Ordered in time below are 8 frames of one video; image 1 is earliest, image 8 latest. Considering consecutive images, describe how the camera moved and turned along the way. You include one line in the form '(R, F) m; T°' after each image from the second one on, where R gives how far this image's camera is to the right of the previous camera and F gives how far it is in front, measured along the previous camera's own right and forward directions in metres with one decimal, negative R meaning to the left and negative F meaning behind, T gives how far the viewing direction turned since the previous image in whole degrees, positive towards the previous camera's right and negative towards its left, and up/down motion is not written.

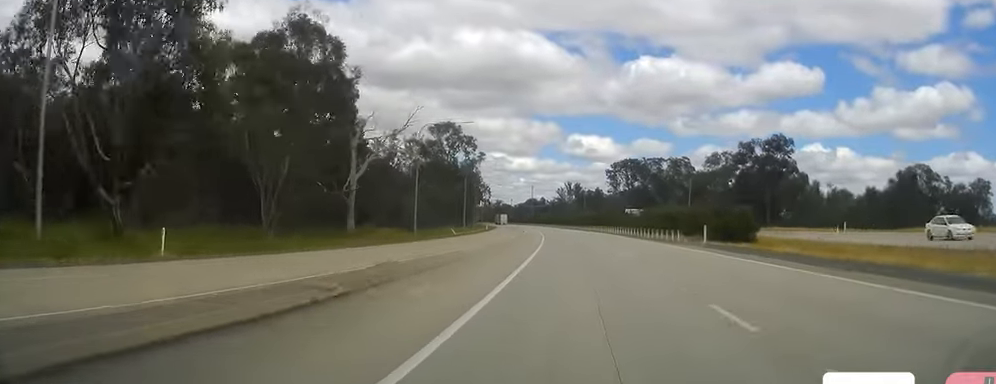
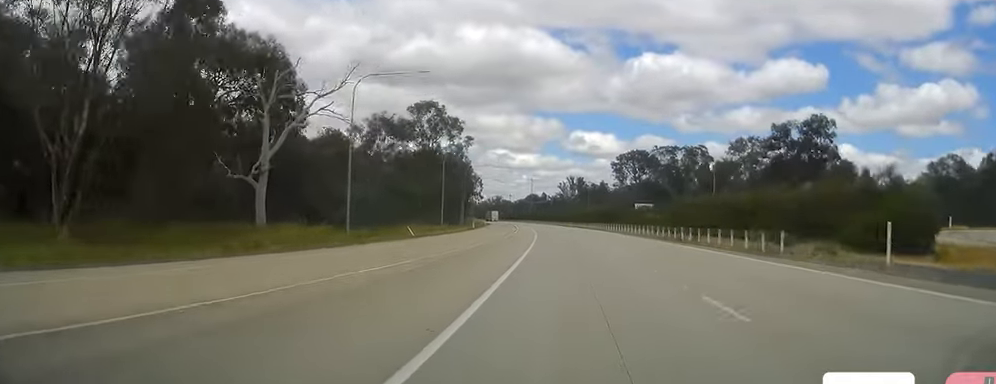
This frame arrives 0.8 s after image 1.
(0.0, +23.9) m; 0°
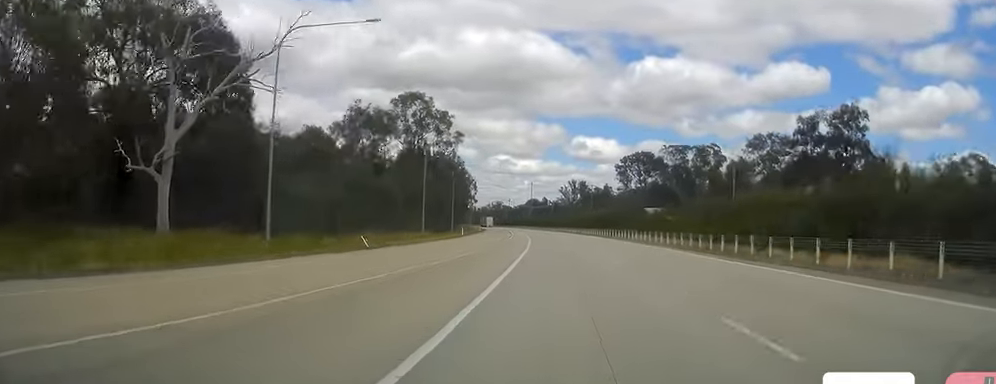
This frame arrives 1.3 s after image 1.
(0.0, +14.3) m; 0°
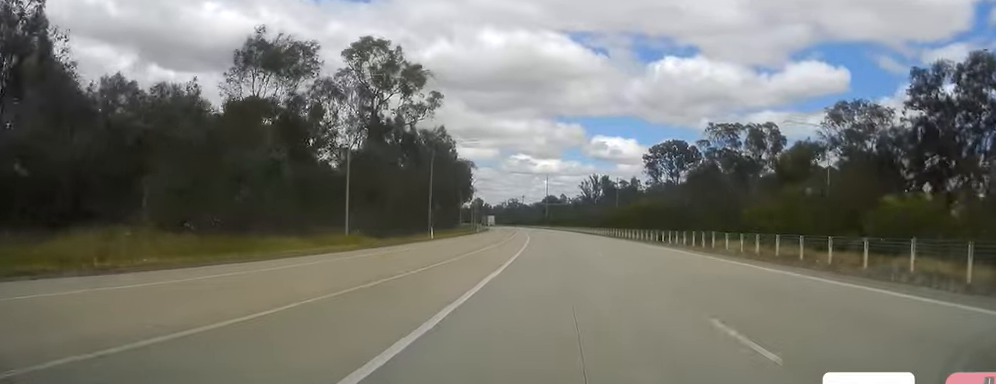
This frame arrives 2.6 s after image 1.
(+0.1, +36.5) m; 0°
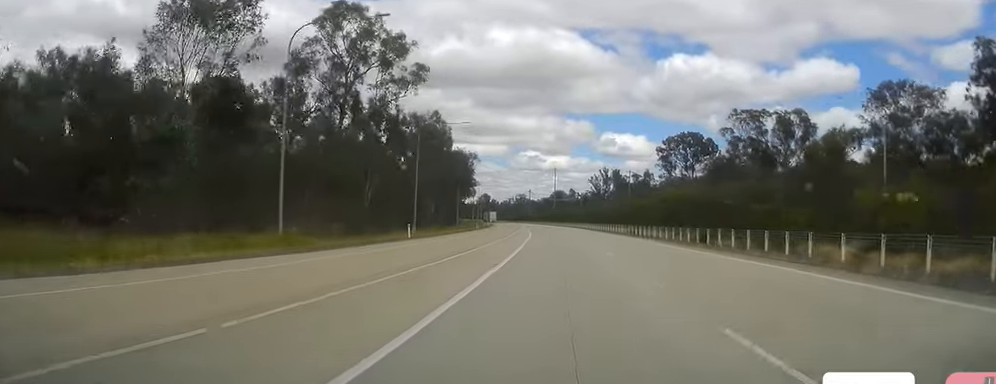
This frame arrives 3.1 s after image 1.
(+0.1, +13.4) m; -1°
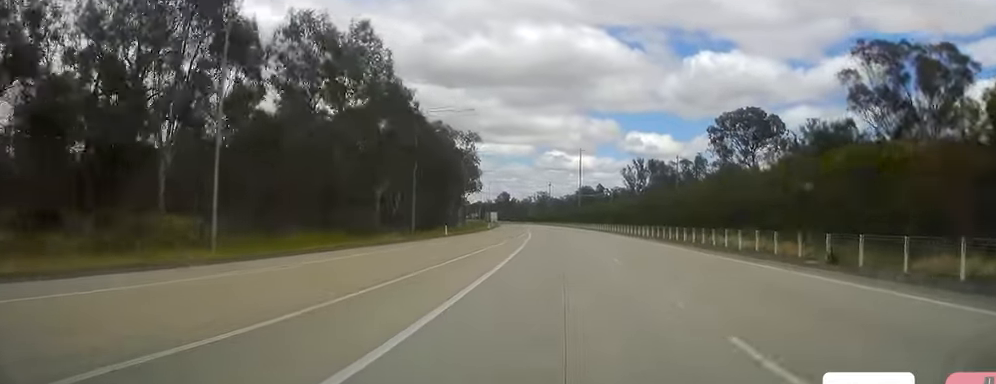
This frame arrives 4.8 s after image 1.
(-1.4, +48.8) m; -3°
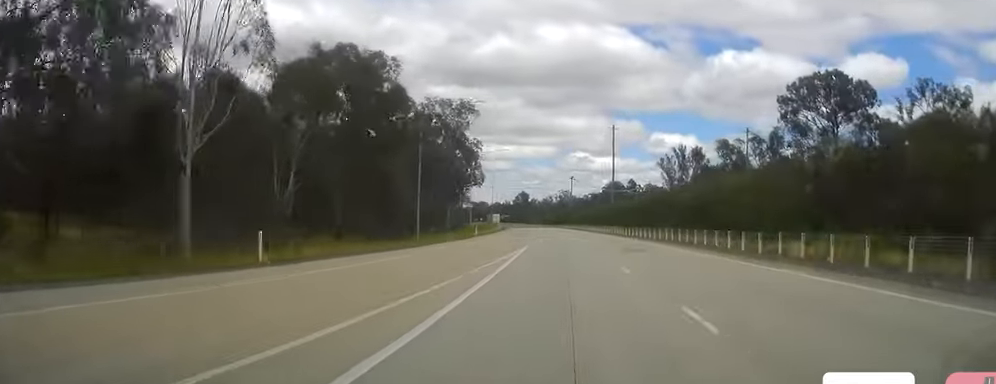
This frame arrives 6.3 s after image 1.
(-0.4, +45.0) m; -1°
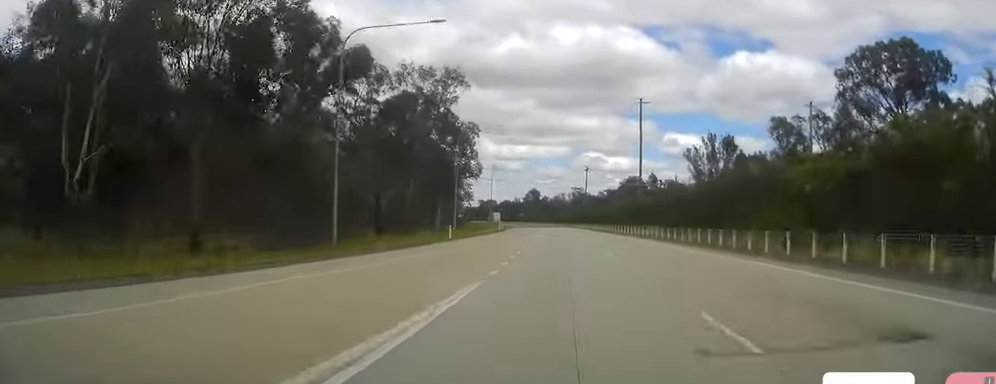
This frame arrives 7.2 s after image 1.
(0.0, +25.8) m; -1°
